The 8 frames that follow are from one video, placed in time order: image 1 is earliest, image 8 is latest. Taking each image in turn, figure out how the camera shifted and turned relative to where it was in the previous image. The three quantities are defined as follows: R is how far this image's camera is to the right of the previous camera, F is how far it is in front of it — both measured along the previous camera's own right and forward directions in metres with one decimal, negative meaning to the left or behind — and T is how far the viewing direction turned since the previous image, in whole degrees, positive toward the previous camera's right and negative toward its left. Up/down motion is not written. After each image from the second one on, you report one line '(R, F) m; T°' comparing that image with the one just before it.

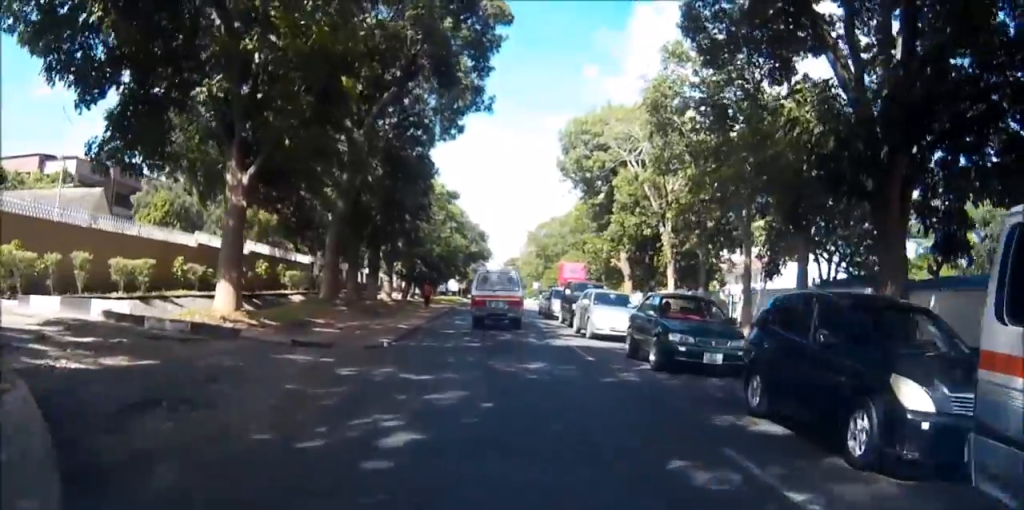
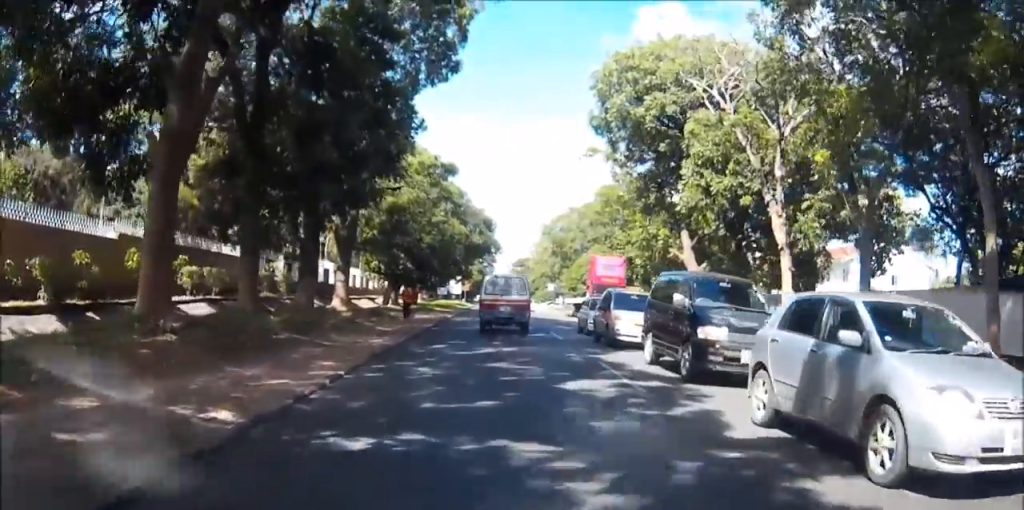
(+0.1, +16.0) m; -1°
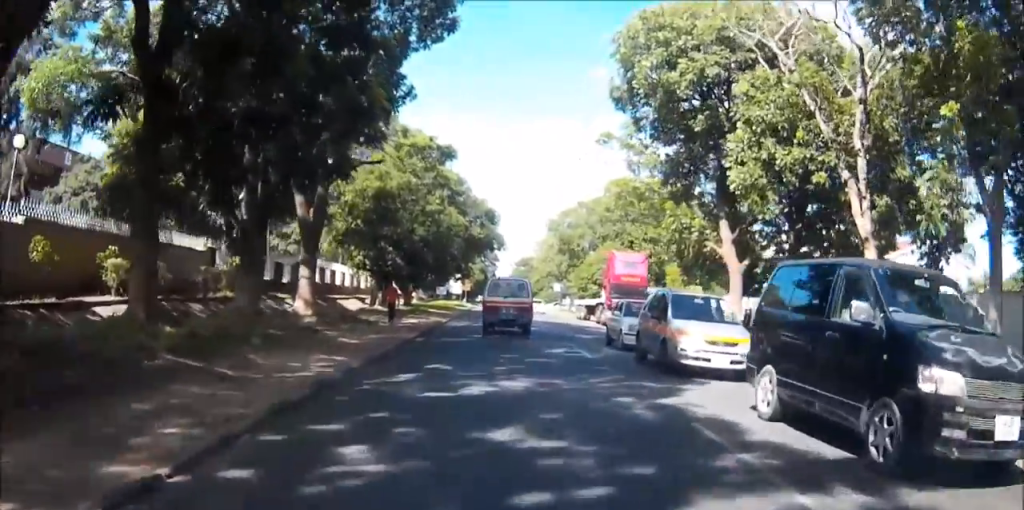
(0.0, +6.4) m; -1°
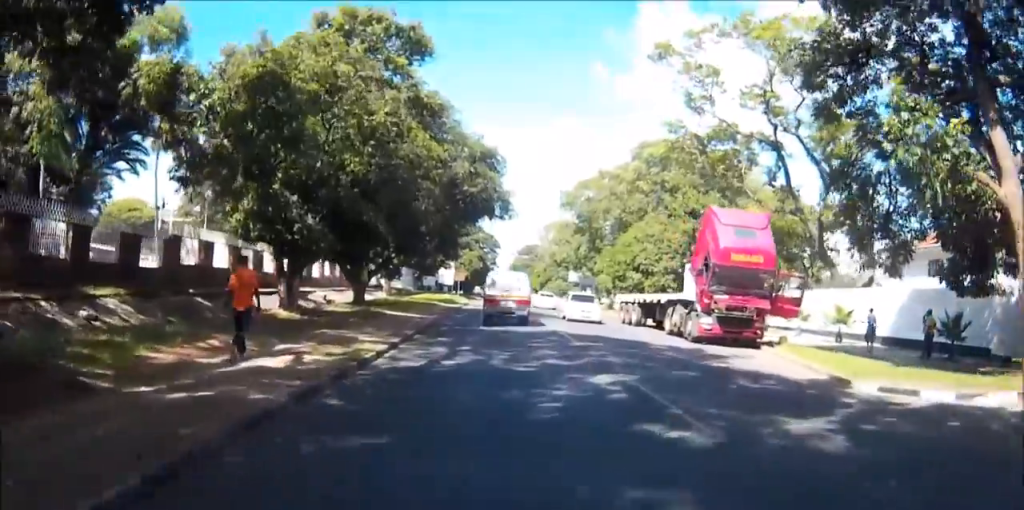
(+0.2, +20.4) m; +2°
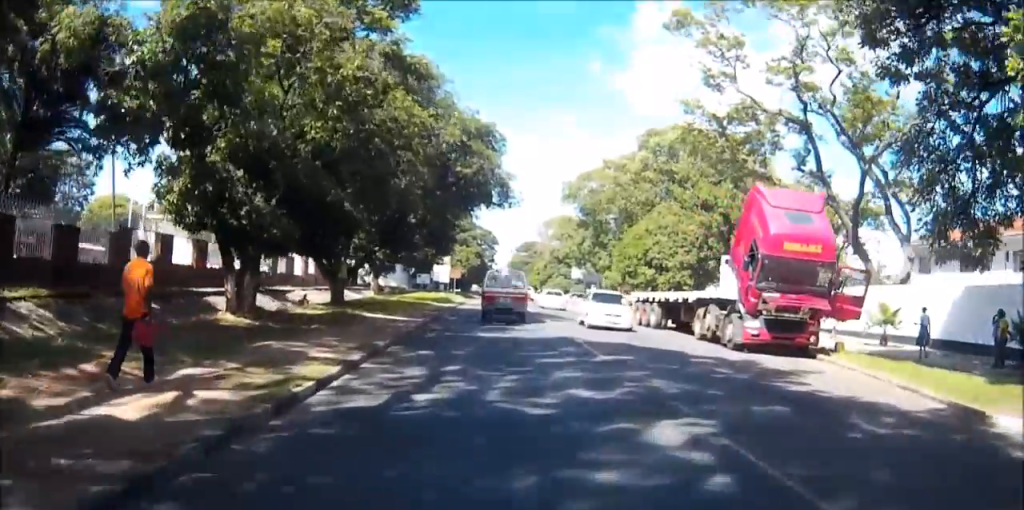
(0.0, +4.7) m; 0°
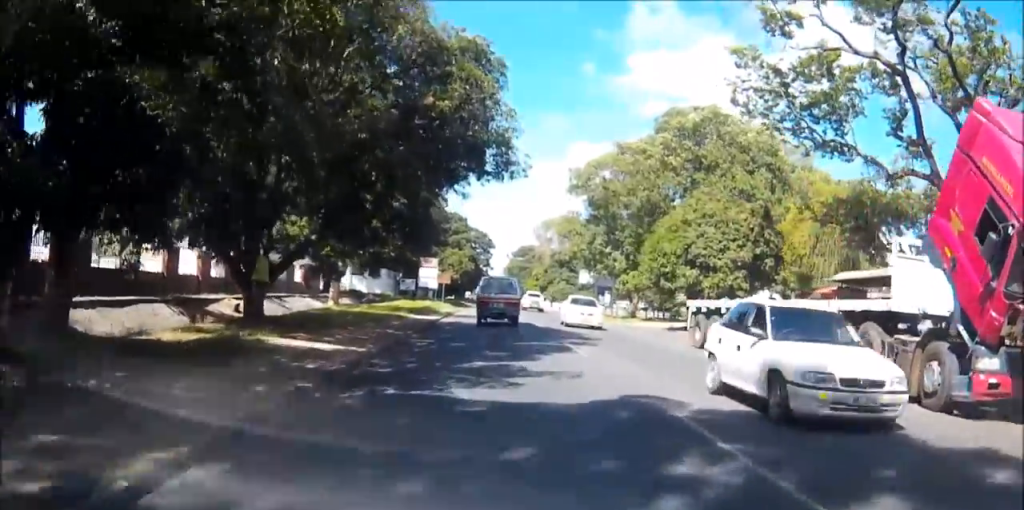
(+0.1, +10.6) m; +1°
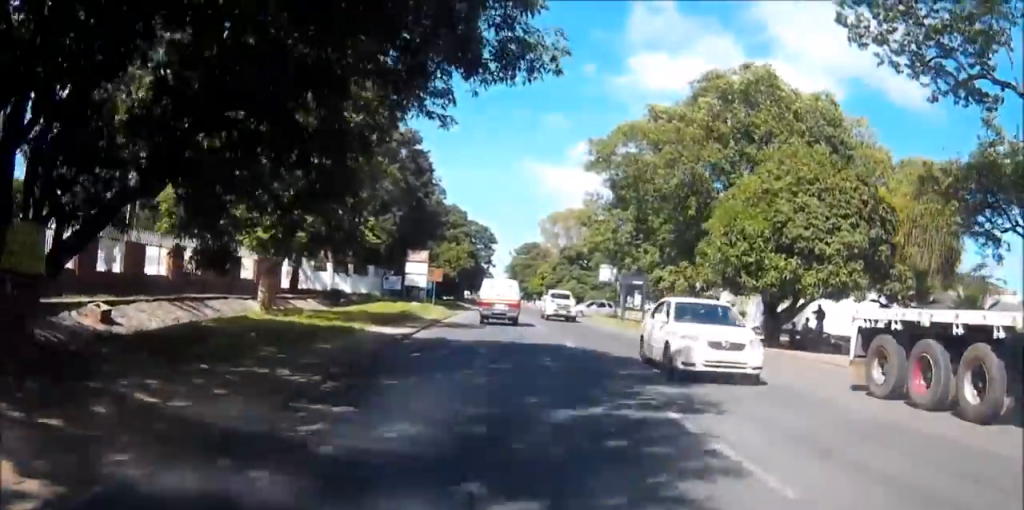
(+0.1, +12.0) m; 0°
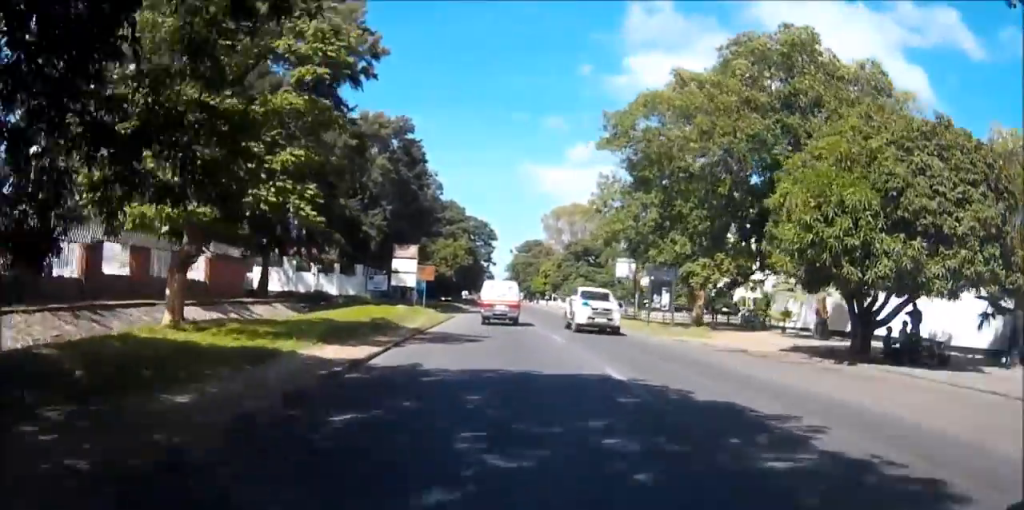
(0.0, +7.7) m; -1°
